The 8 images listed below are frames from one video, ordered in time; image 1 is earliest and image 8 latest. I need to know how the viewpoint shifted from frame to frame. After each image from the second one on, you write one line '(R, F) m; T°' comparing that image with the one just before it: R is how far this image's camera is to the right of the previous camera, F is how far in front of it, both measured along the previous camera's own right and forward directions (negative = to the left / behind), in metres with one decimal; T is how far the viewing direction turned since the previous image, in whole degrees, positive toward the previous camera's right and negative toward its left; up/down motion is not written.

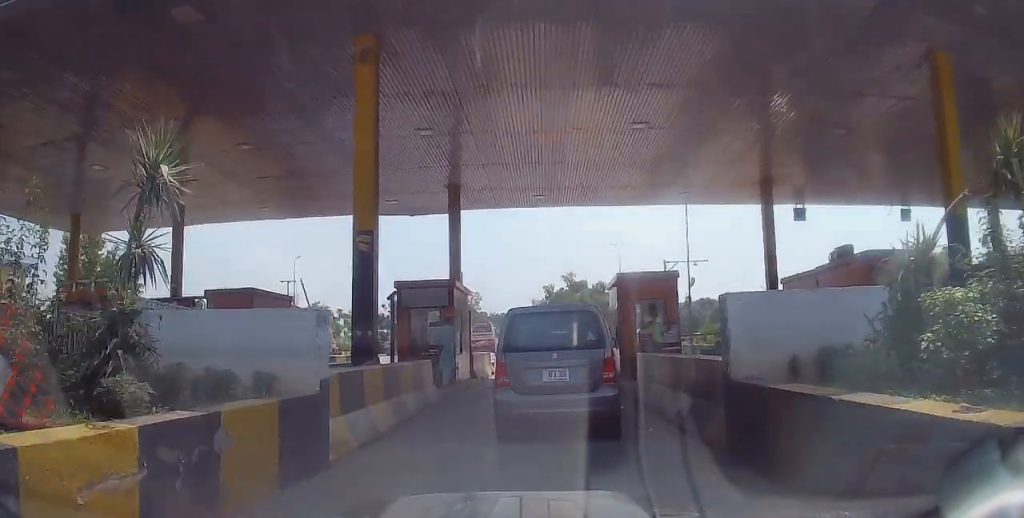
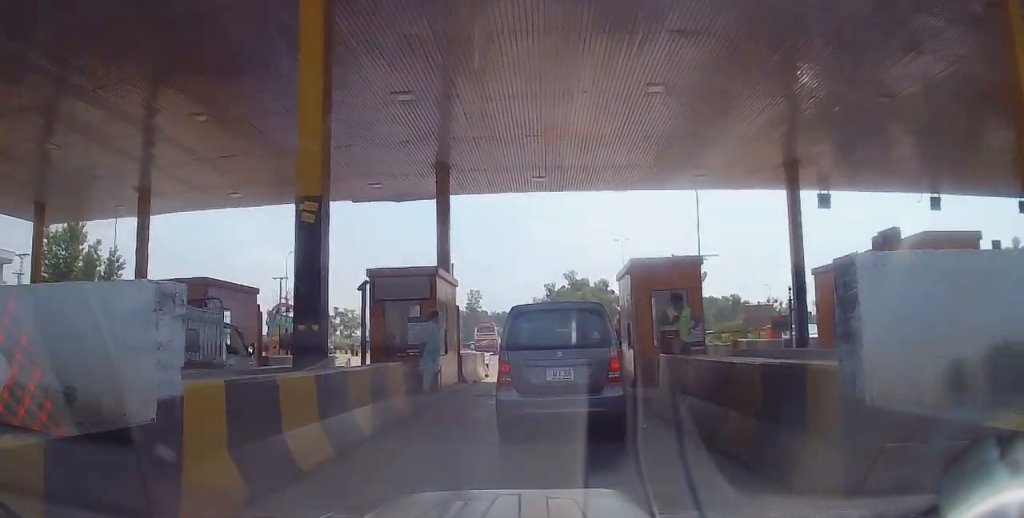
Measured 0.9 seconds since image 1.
(+0.3, +2.5) m; 0°
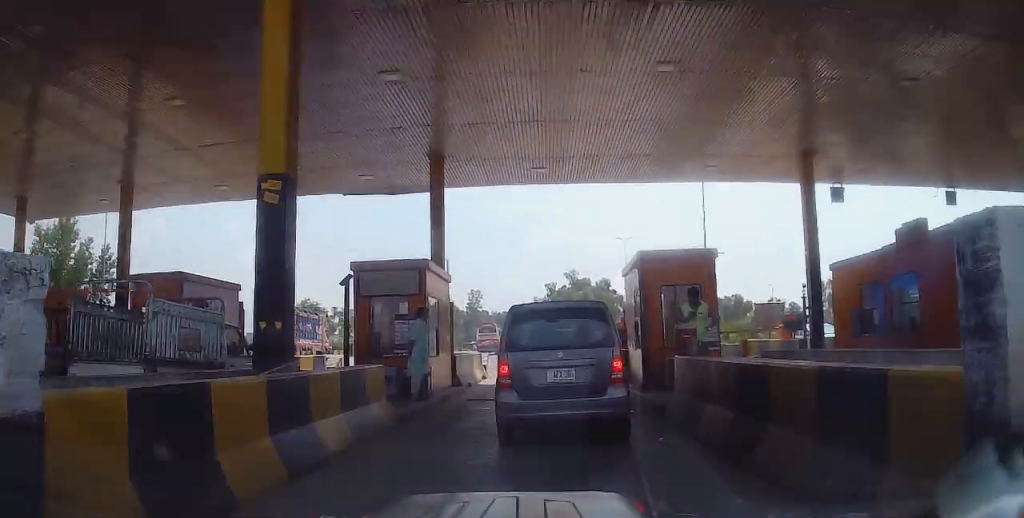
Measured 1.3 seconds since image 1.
(-0.2, +1.2) m; 0°
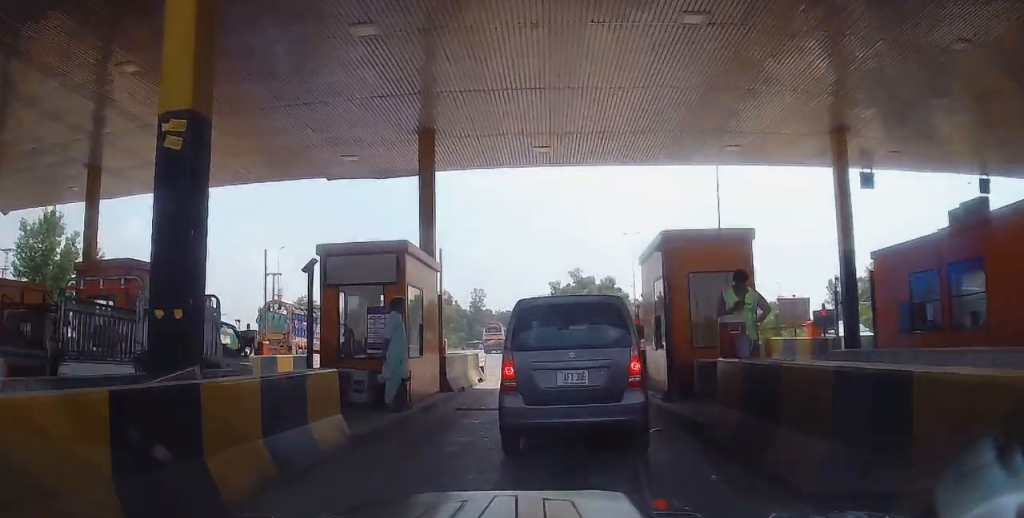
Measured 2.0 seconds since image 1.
(-0.1, +2.1) m; 0°
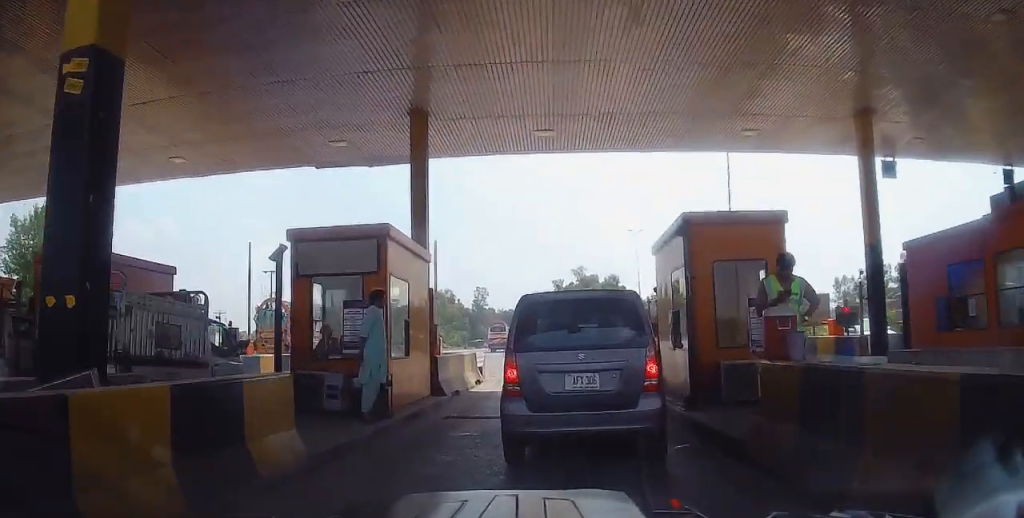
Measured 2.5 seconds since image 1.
(+0.2, +1.4) m; 0°
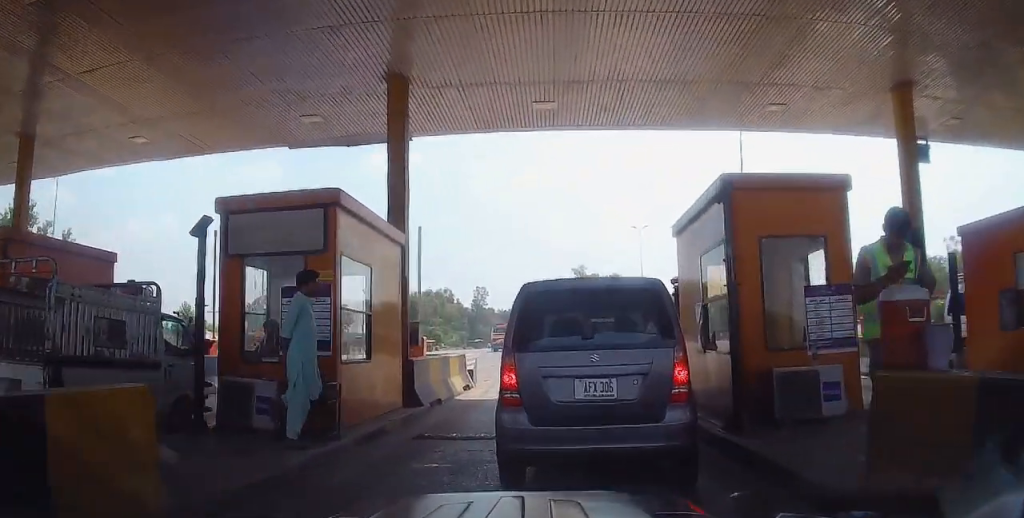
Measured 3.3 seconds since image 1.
(-0.1, +2.0) m; +4°
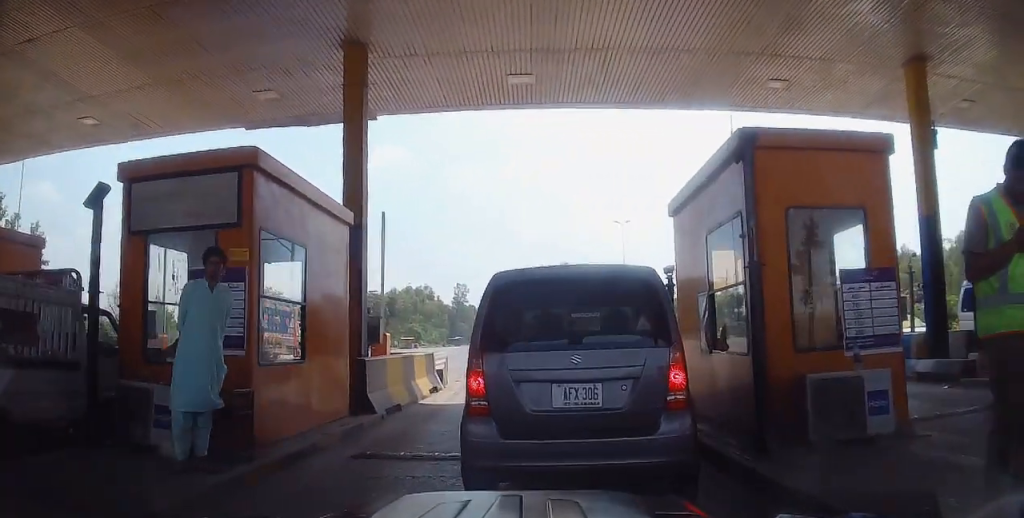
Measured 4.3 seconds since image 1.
(+0.2, +1.6) m; +3°
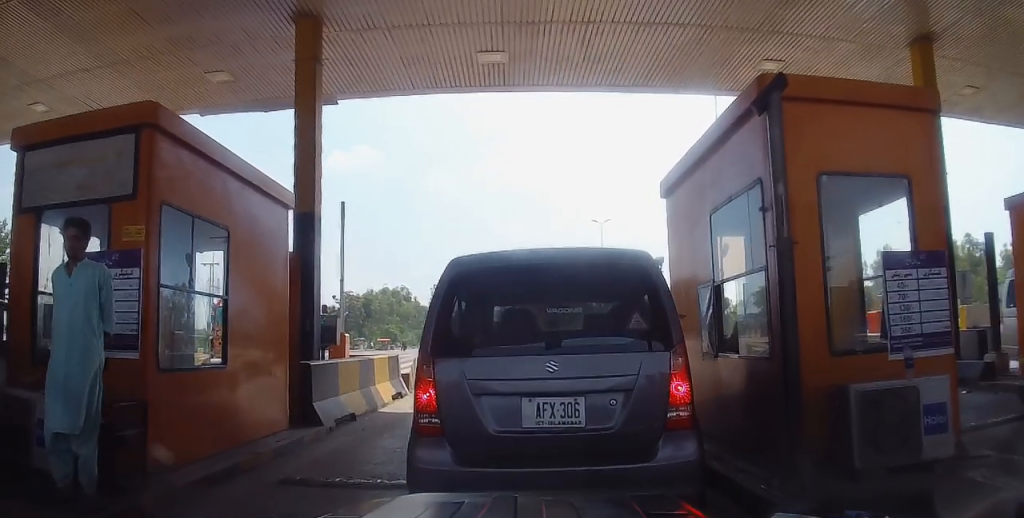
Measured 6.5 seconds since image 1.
(-0.1, +1.5) m; 0°
